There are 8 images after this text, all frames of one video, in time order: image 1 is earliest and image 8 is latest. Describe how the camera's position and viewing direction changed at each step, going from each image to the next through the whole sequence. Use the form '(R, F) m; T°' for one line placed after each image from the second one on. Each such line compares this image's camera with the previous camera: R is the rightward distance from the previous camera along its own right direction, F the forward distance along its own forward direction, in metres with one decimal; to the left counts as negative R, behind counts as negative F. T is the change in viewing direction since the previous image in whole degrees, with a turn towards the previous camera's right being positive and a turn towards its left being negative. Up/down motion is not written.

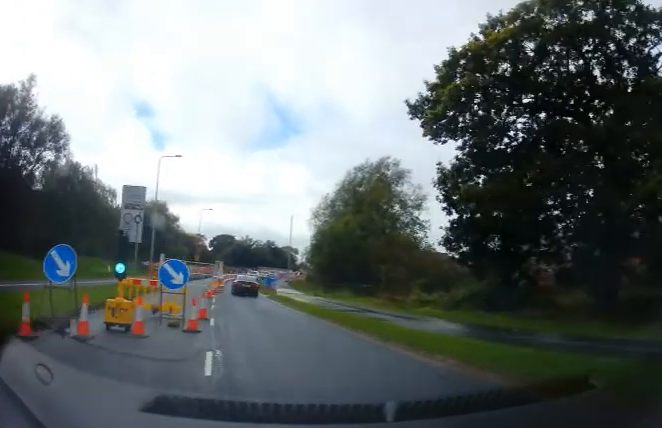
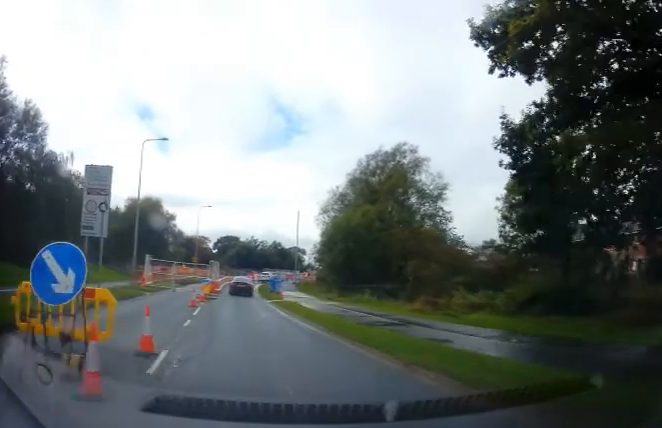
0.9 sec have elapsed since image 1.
(-0.4, +5.9) m; +1°
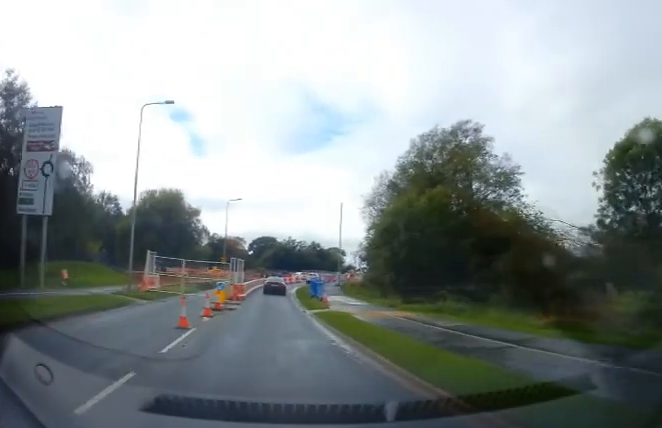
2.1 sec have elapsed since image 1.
(+0.5, +8.3) m; -1°
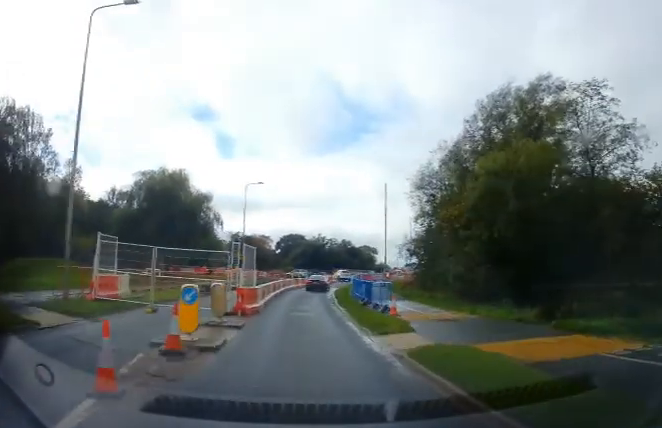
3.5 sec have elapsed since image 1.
(-0.9, +10.8) m; -4°
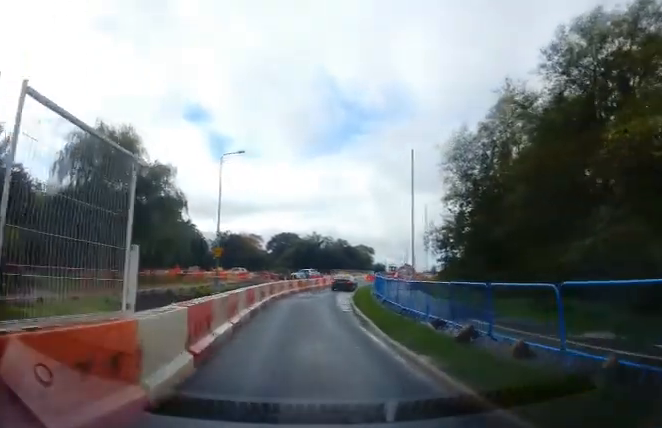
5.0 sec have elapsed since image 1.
(+0.3, +12.8) m; 0°
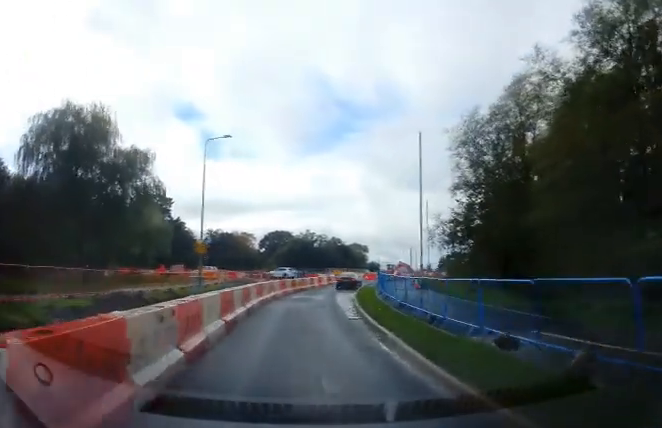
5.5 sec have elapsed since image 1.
(-0.2, +3.8) m; 0°
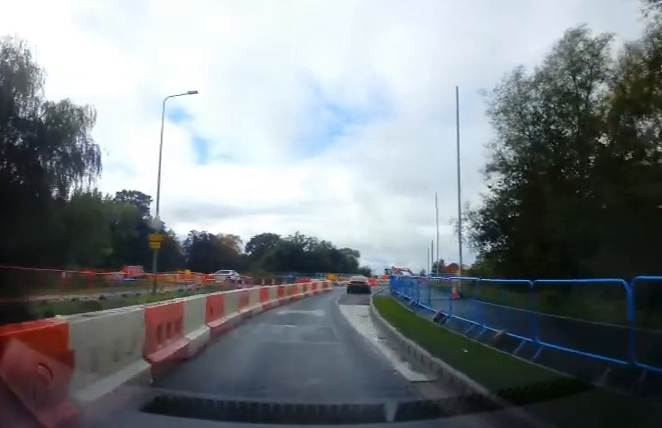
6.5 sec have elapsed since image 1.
(+0.2, +8.7) m; +5°
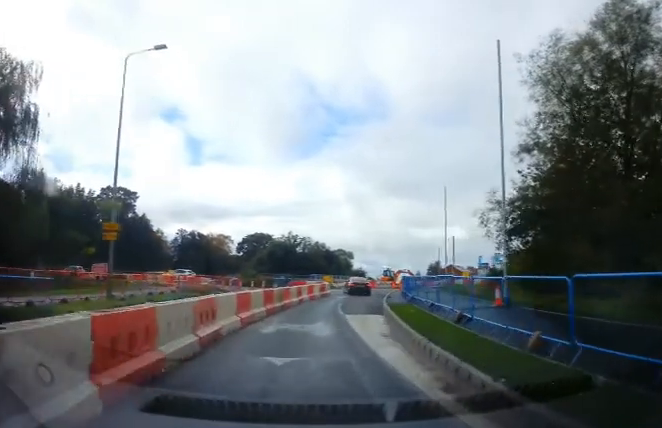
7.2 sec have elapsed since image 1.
(+0.2, +5.3) m; +2°
